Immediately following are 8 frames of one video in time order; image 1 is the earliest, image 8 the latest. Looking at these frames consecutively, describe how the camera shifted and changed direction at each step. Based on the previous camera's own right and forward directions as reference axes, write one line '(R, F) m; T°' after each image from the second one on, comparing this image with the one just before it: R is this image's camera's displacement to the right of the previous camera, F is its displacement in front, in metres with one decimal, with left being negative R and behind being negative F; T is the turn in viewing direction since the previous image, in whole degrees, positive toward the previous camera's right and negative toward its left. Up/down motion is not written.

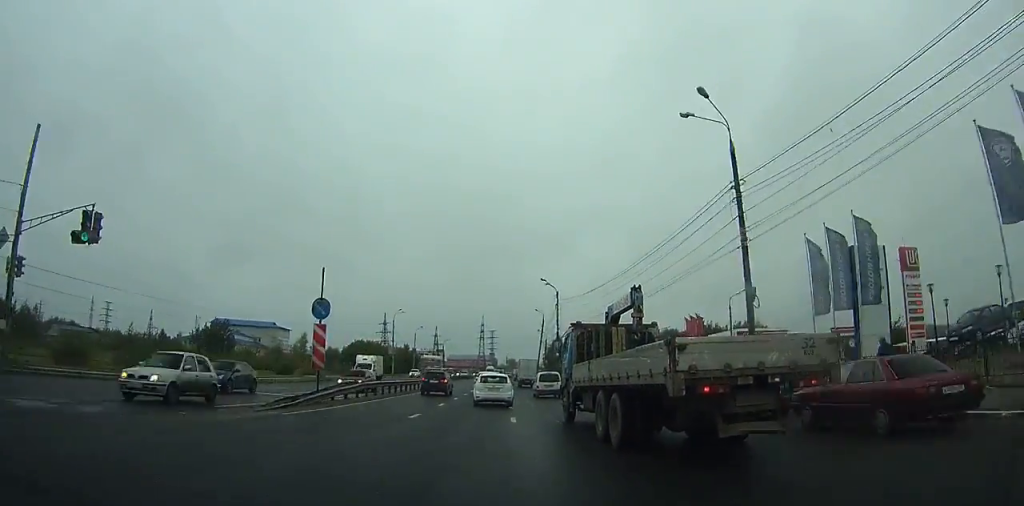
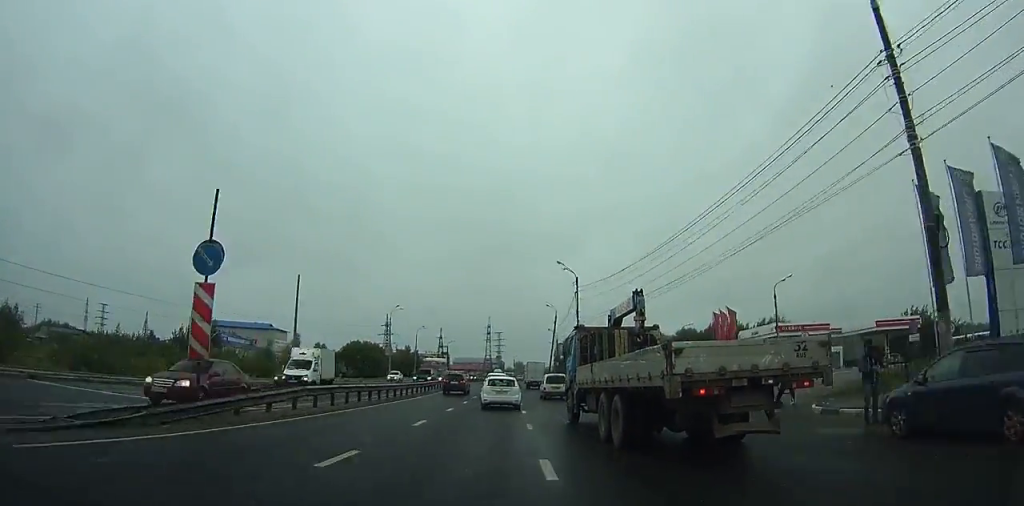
(0.0, +8.2) m; 0°
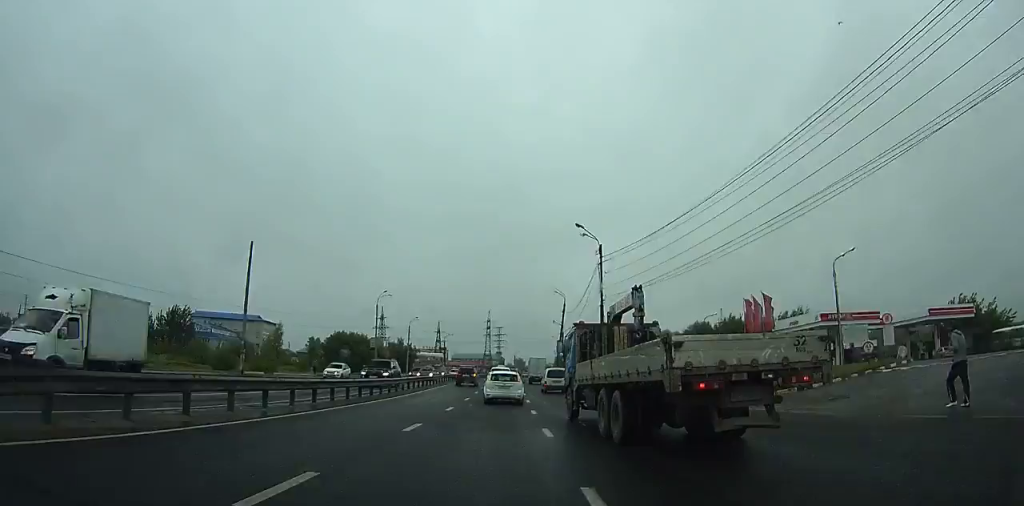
(0.0, +8.9) m; 0°
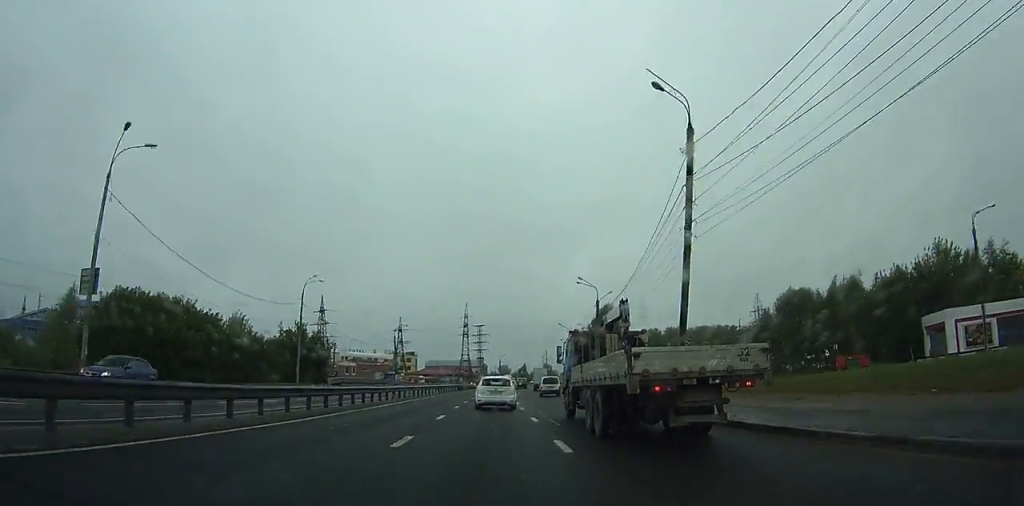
(+0.5, +51.9) m; +1°
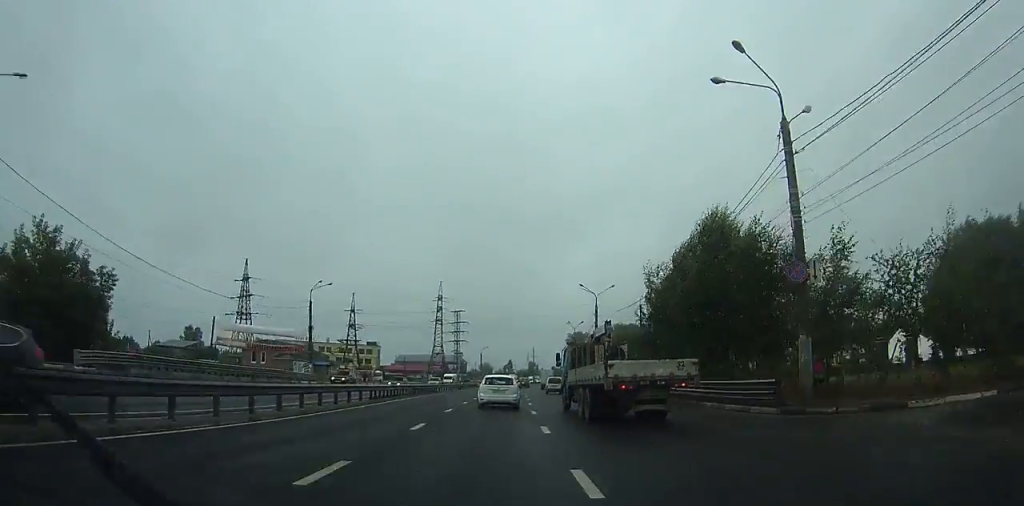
(0.0, +42.9) m; +1°
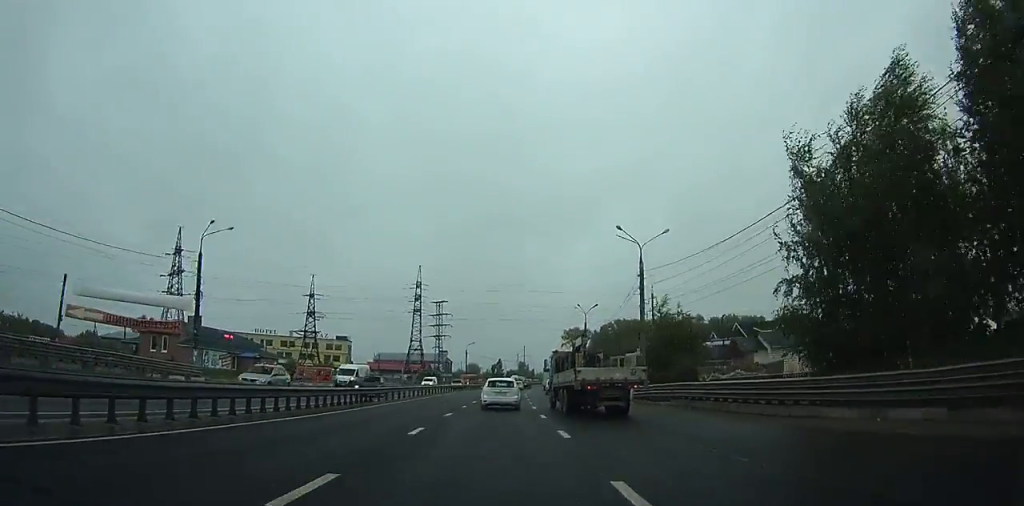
(+0.2, +25.0) m; +1°
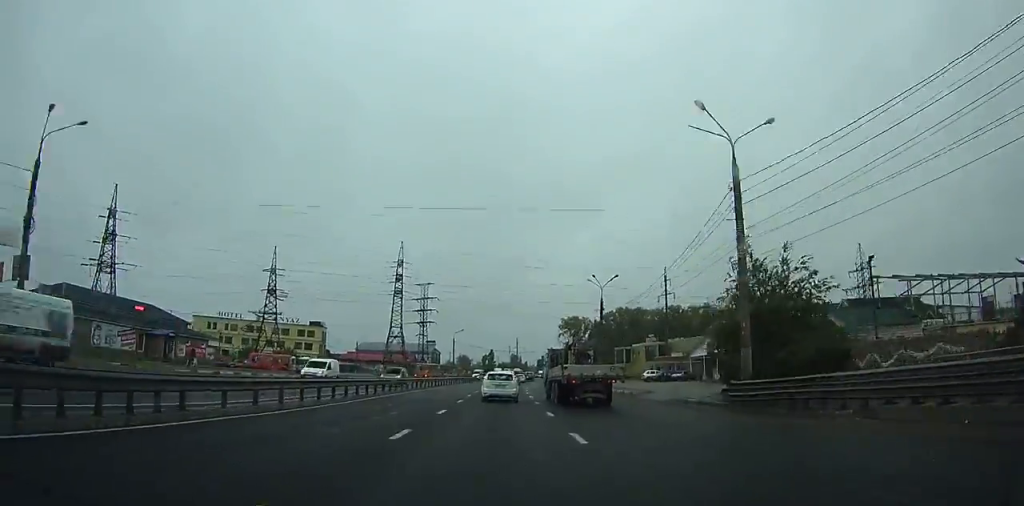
(+0.1, +17.8) m; +1°
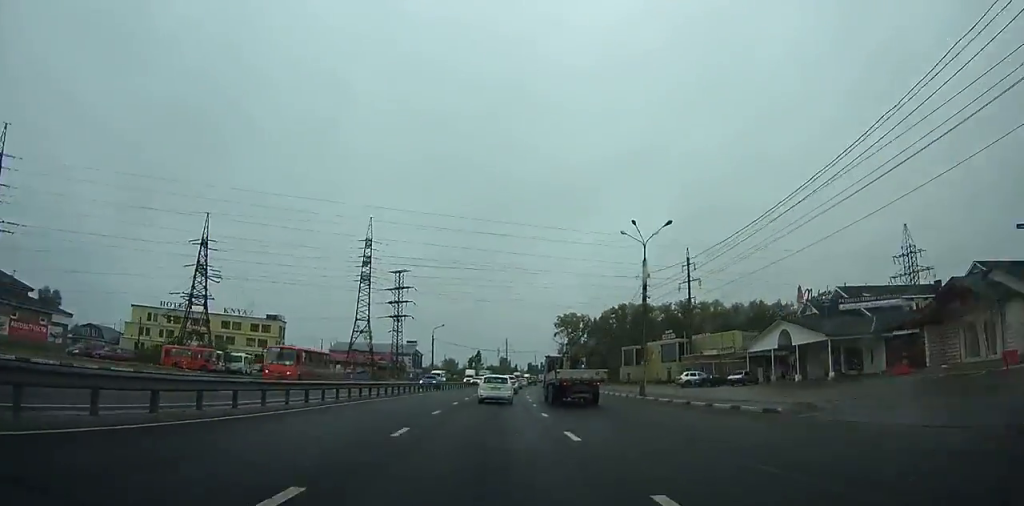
(+0.1, +22.5) m; +1°
